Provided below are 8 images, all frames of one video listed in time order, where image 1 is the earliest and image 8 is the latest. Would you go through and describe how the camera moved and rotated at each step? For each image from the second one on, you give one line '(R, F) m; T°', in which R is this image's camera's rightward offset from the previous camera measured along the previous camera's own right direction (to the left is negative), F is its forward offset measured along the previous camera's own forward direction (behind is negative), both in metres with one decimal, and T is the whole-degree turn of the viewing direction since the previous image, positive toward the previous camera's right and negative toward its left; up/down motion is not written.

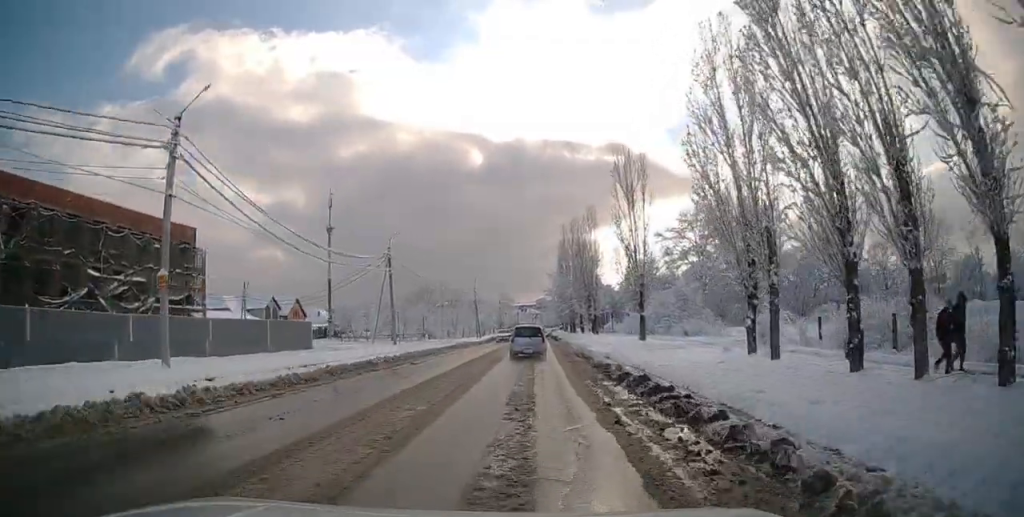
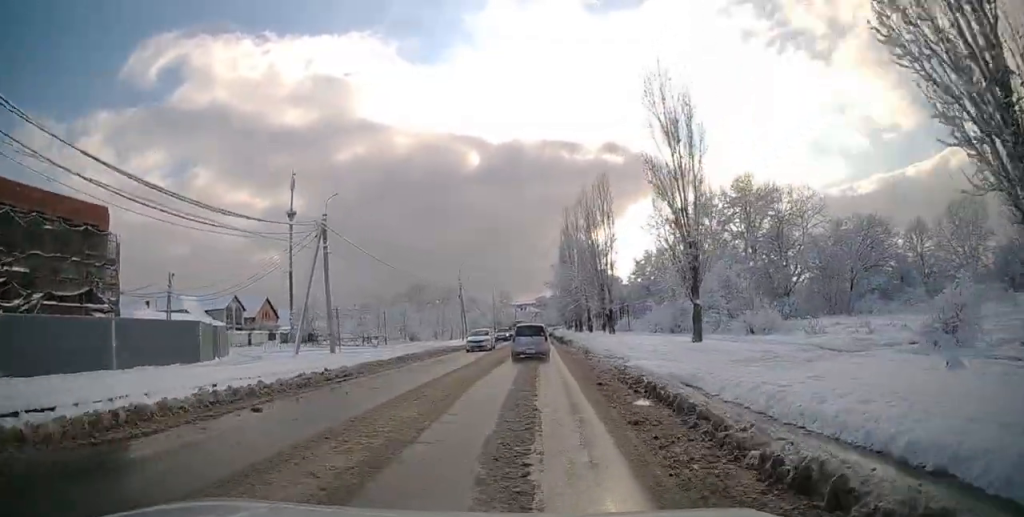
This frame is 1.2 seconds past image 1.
(-0.1, +14.1) m; -1°
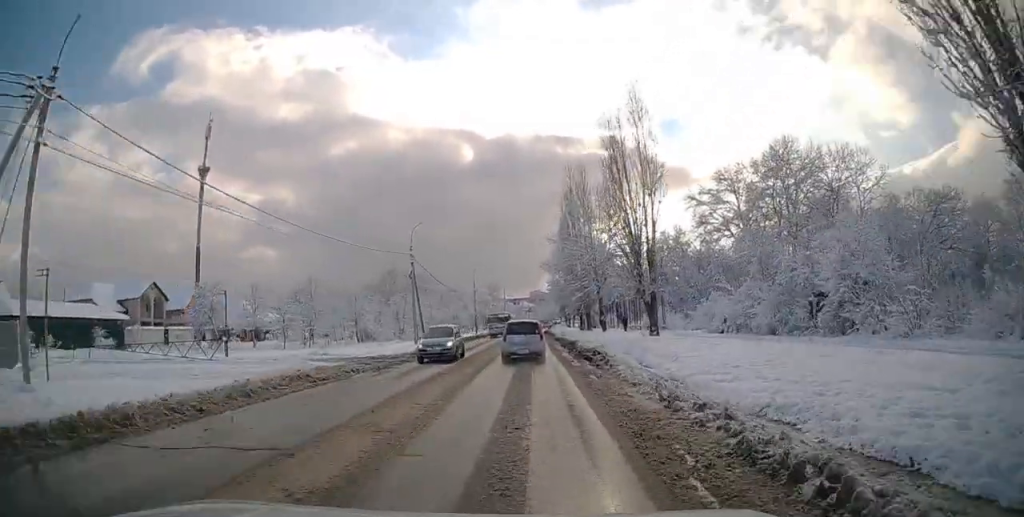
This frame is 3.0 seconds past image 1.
(-0.1, +22.2) m; -1°
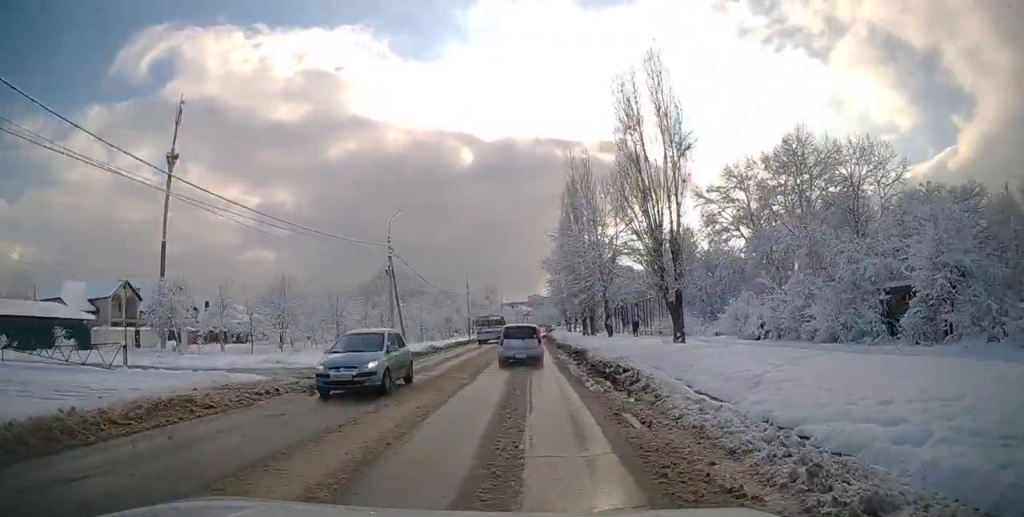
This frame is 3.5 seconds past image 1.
(-0.3, +6.6) m; +1°
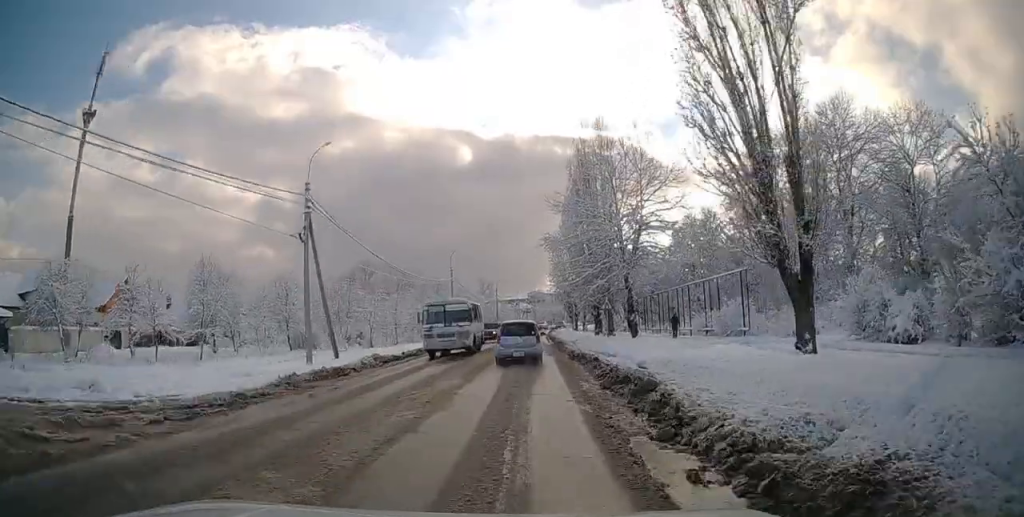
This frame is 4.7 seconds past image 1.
(+0.7, +14.5) m; +2°
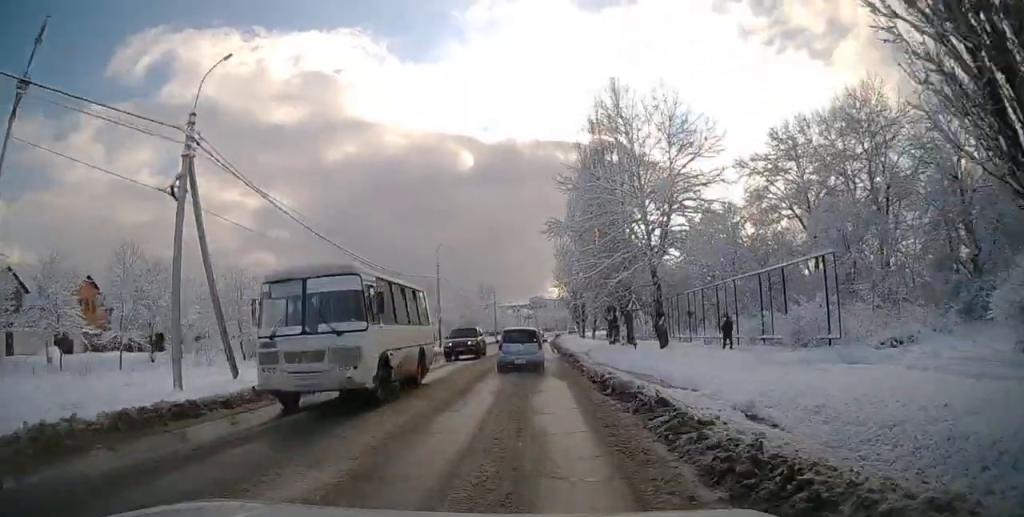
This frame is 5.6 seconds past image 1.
(-0.3, +9.7) m; -2°
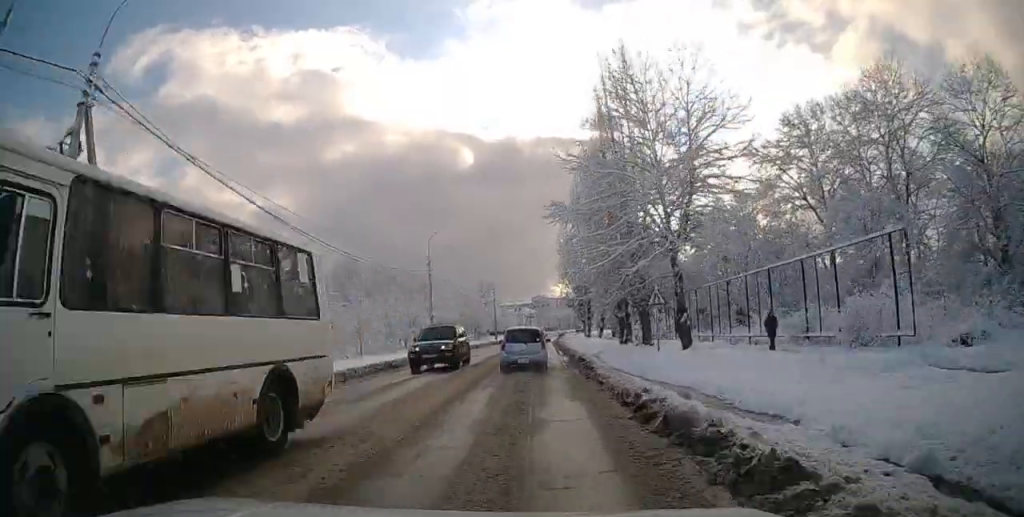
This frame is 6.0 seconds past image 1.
(0.0, +4.6) m; +1°
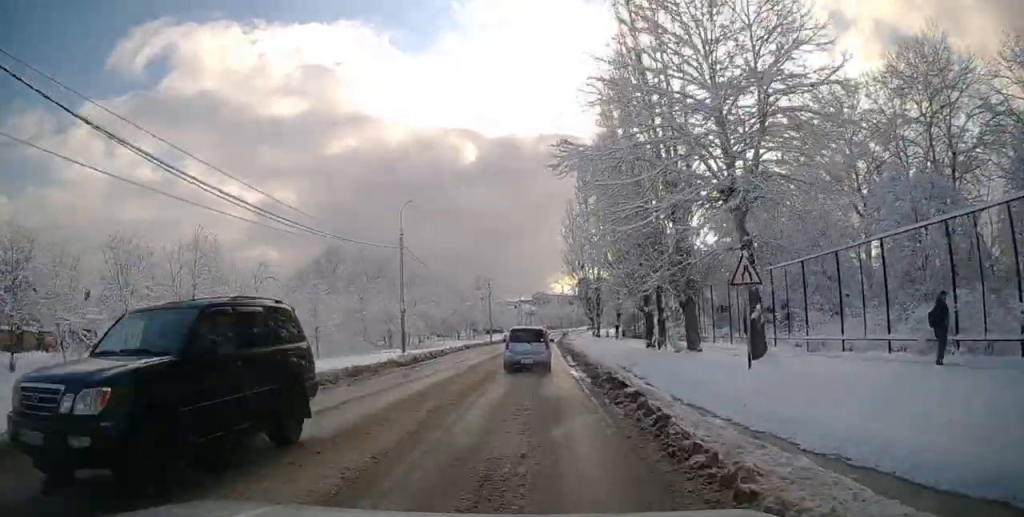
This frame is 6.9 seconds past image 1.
(+0.1, +9.3) m; +1°
